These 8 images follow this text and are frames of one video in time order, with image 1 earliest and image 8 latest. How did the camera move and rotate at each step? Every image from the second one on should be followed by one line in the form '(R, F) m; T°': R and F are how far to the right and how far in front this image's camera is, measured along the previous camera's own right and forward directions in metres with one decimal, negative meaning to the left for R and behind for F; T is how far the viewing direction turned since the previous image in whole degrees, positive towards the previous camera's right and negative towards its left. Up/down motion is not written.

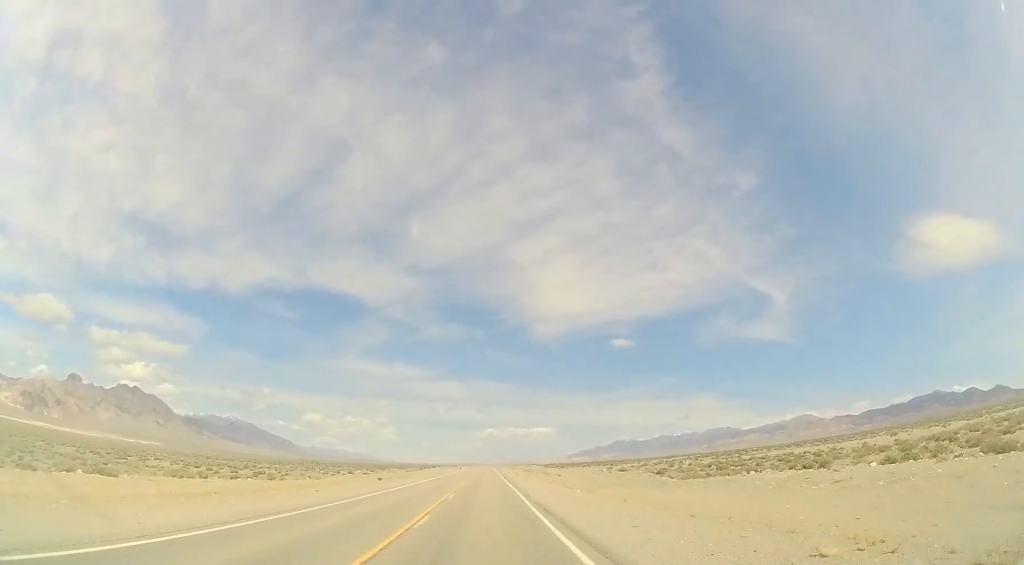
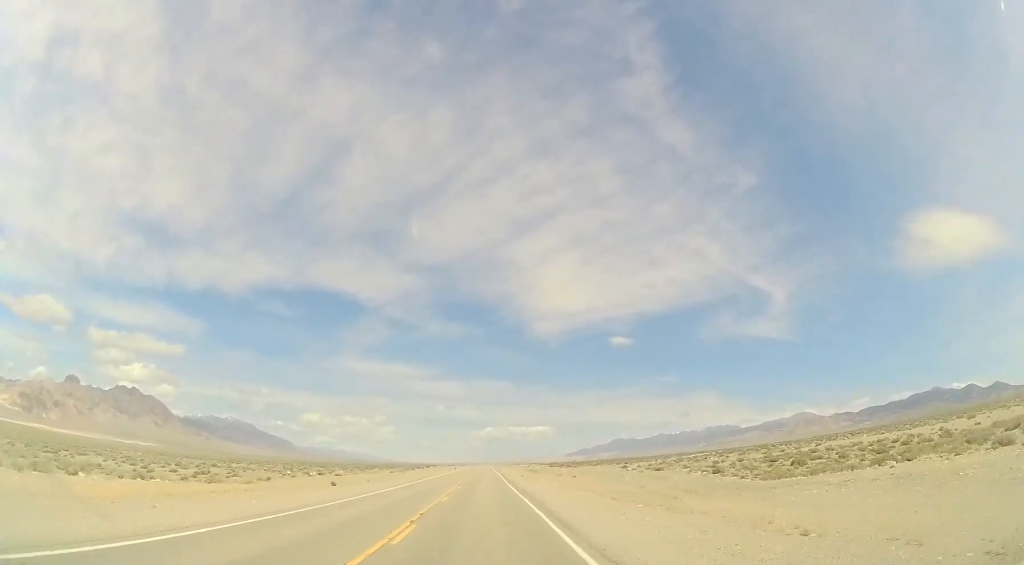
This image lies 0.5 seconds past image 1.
(0.0, +15.2) m; 0°
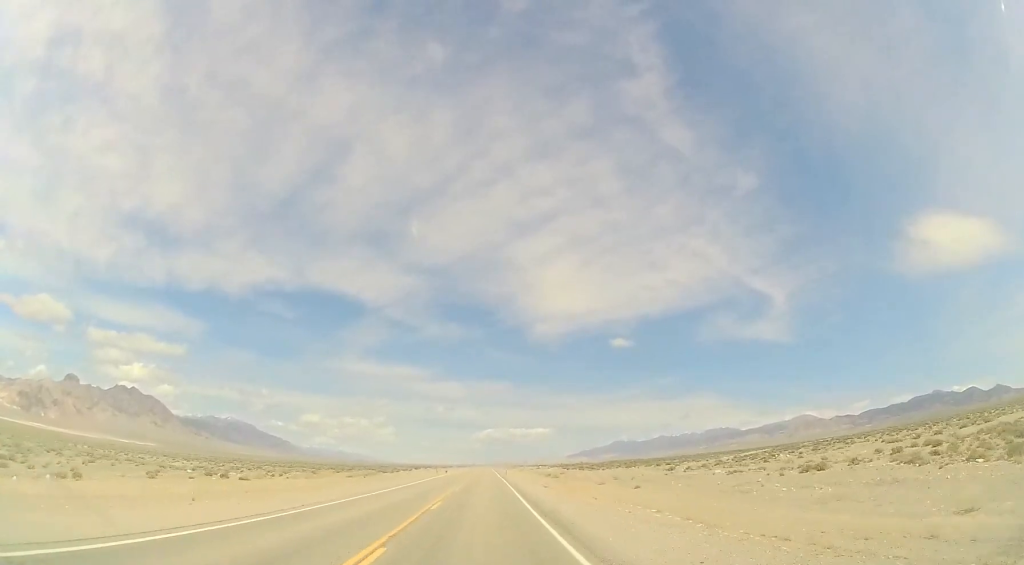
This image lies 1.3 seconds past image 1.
(-0.1, +28.2) m; 0°
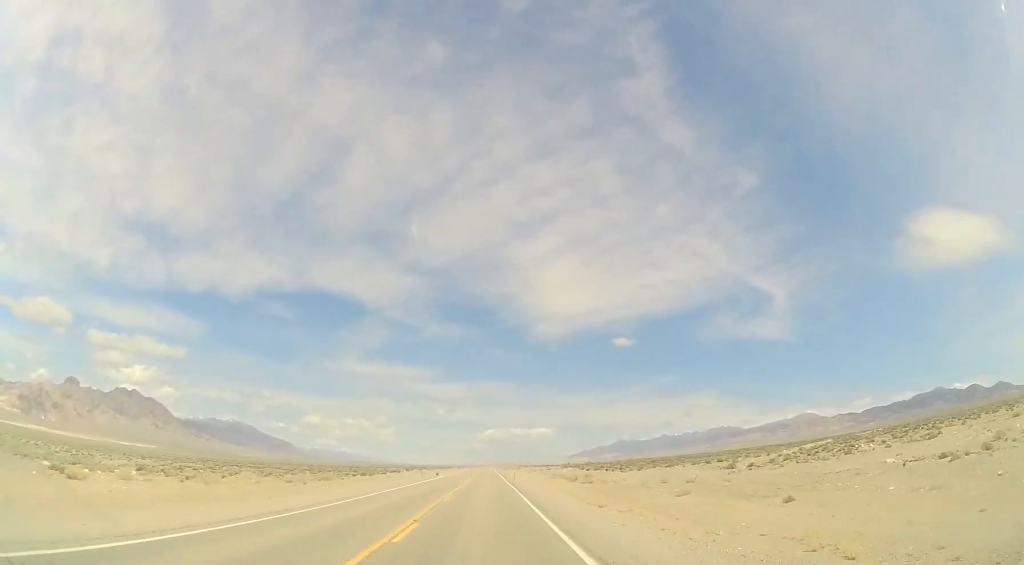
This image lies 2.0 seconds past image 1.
(+0.1, +20.7) m; 0°
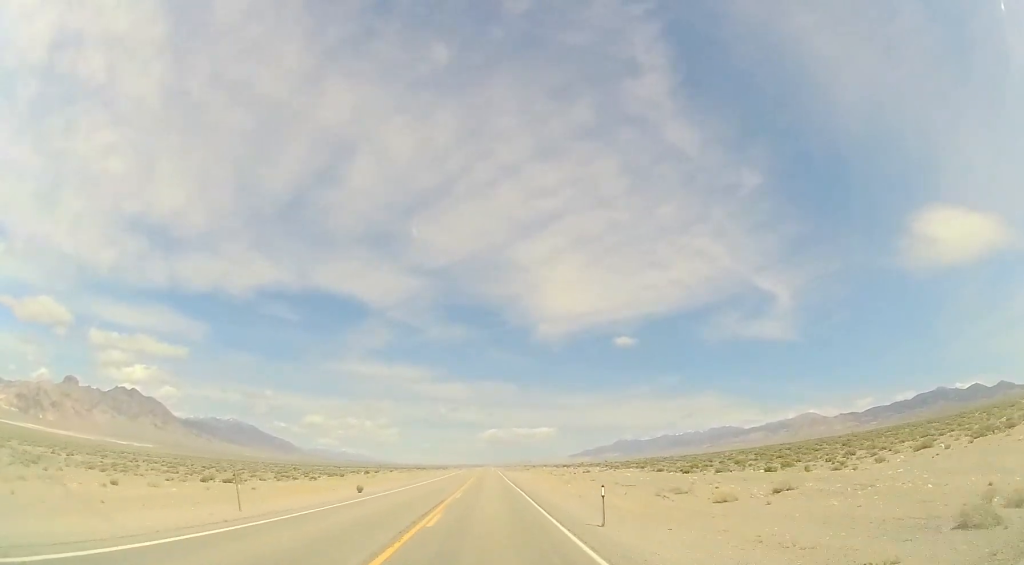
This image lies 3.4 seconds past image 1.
(+0.3, +46.3) m; 0°
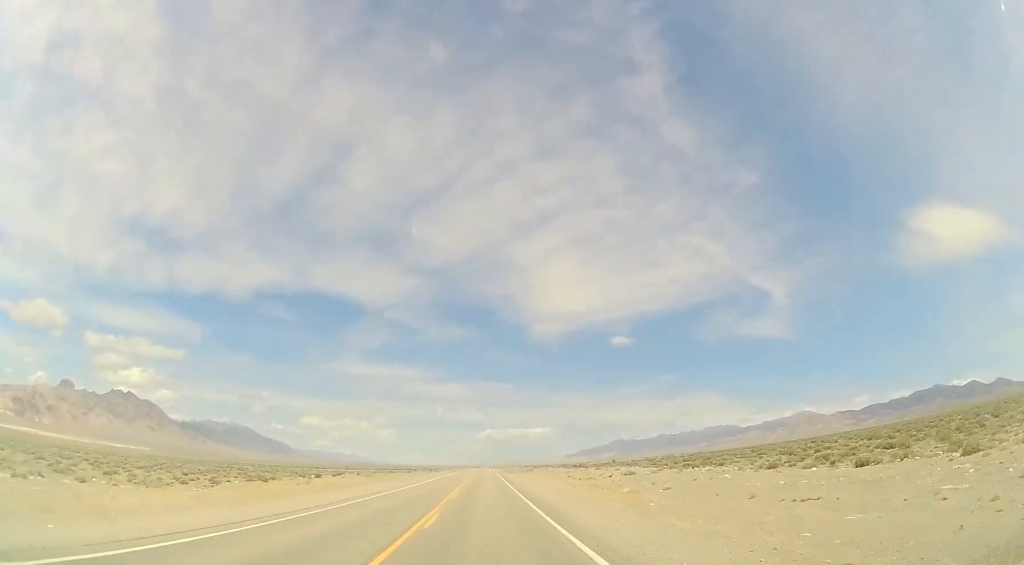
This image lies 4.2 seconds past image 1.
(0.0, +24.5) m; 0°
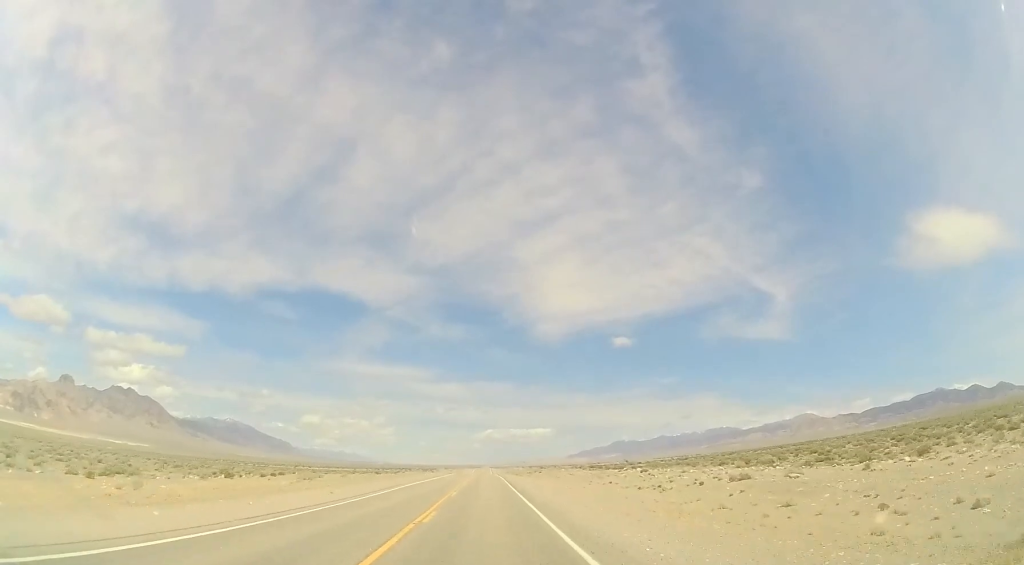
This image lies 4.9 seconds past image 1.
(0.0, +23.4) m; 0°
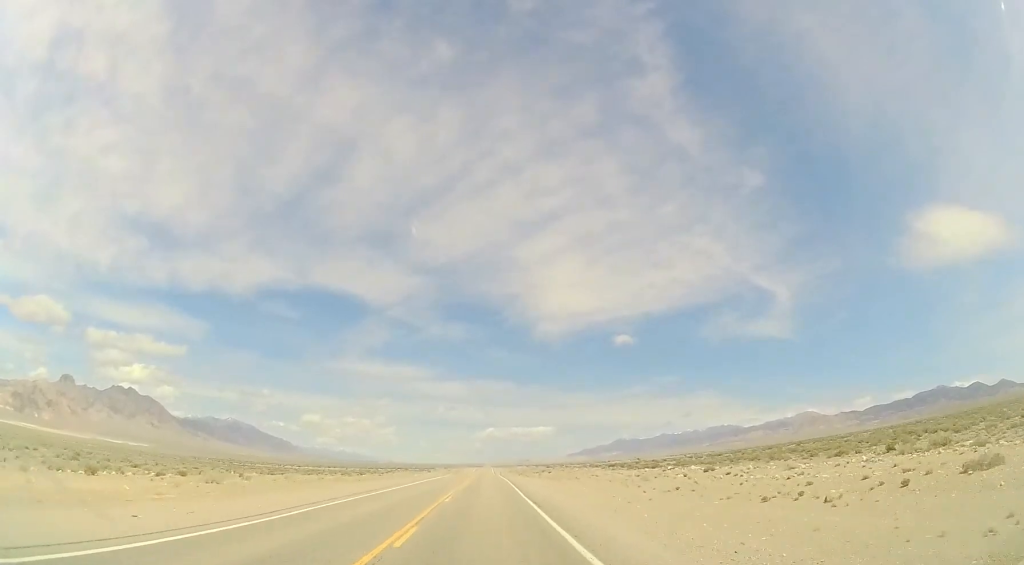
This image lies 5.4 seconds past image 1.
(-0.2, +17.0) m; 0°
